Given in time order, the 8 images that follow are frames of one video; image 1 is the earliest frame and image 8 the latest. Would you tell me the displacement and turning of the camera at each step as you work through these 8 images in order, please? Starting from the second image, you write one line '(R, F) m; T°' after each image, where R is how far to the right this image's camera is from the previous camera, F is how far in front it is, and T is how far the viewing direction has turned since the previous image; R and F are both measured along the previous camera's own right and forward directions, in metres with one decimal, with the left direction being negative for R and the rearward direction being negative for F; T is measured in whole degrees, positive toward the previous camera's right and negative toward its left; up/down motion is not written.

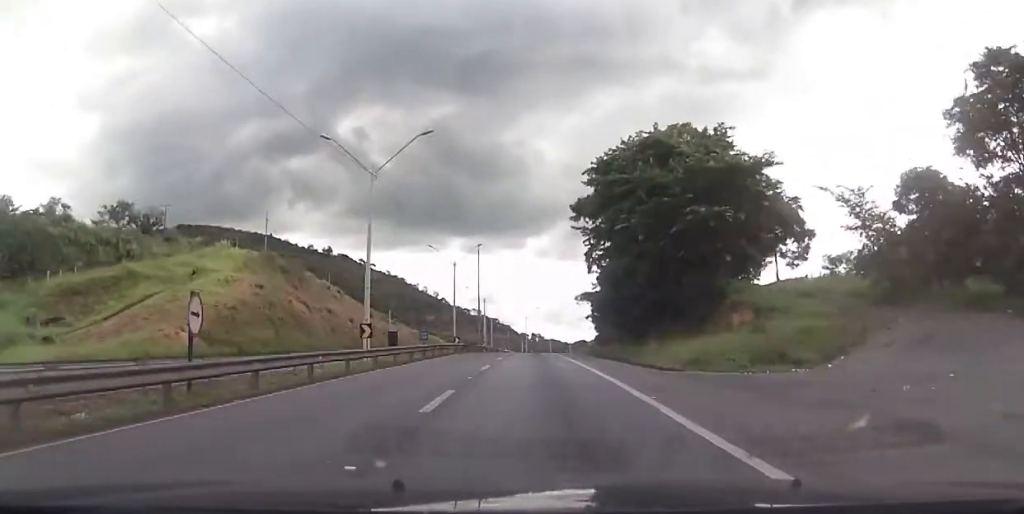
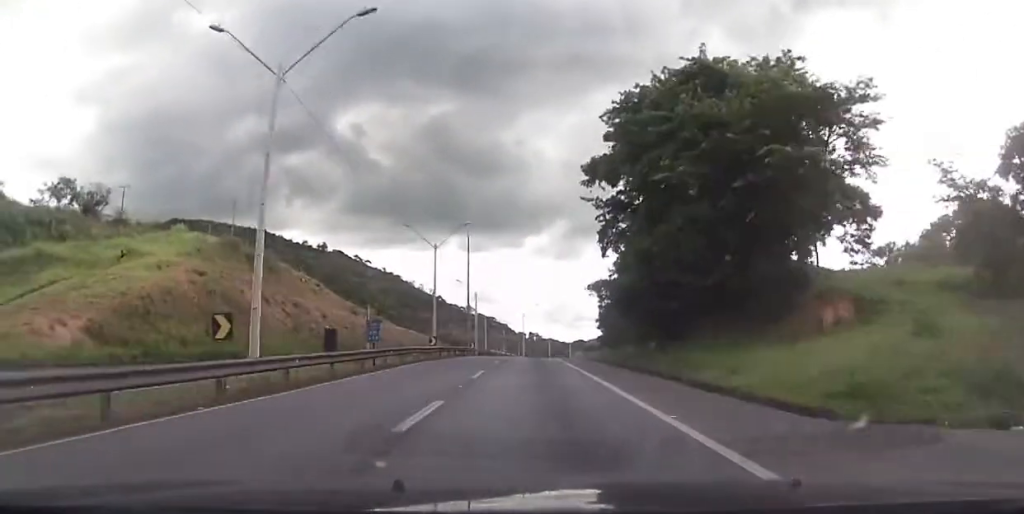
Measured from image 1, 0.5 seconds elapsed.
(+0.2, +13.9) m; 0°
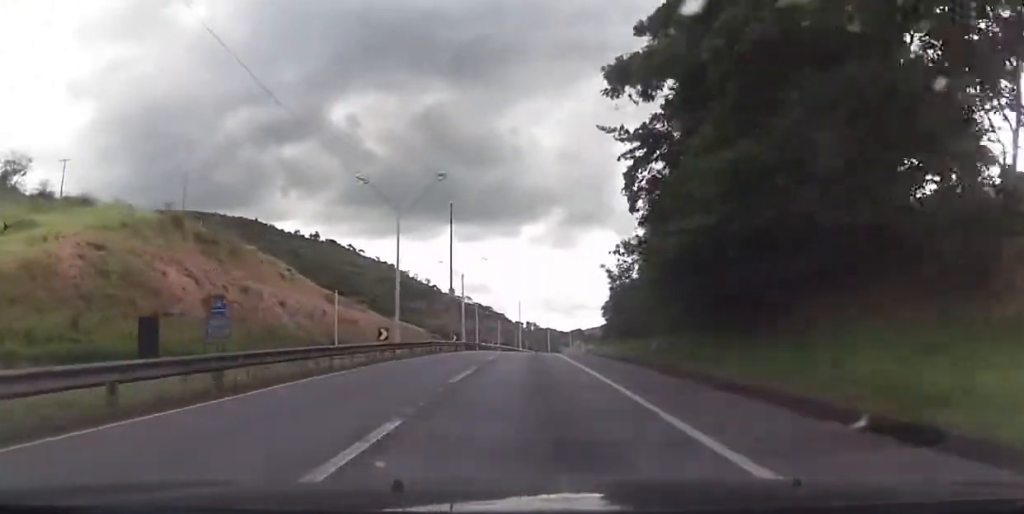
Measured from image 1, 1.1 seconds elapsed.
(-0.1, +15.7) m; 0°
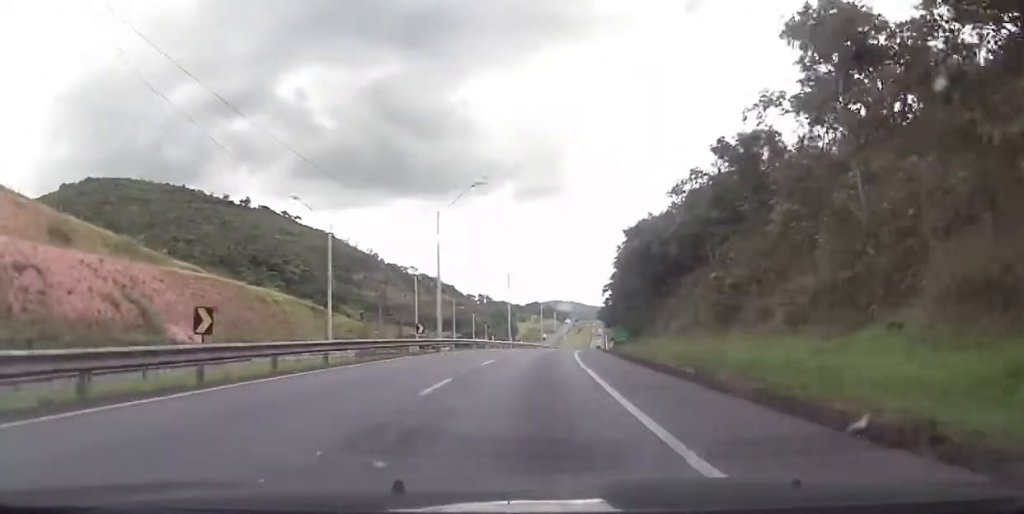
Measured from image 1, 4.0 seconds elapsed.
(+0.8, +75.6) m; +2°
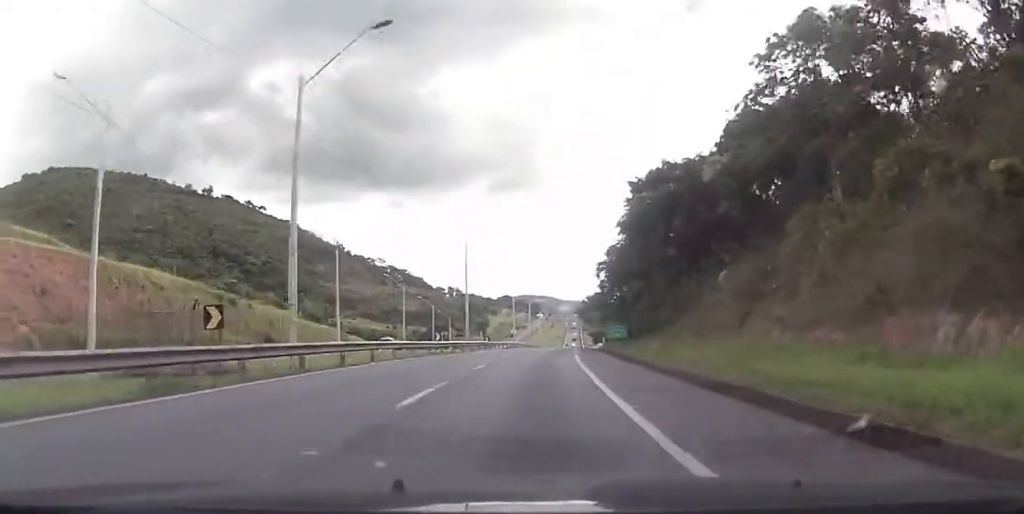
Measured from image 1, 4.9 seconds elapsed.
(+0.3, +25.5) m; +2°
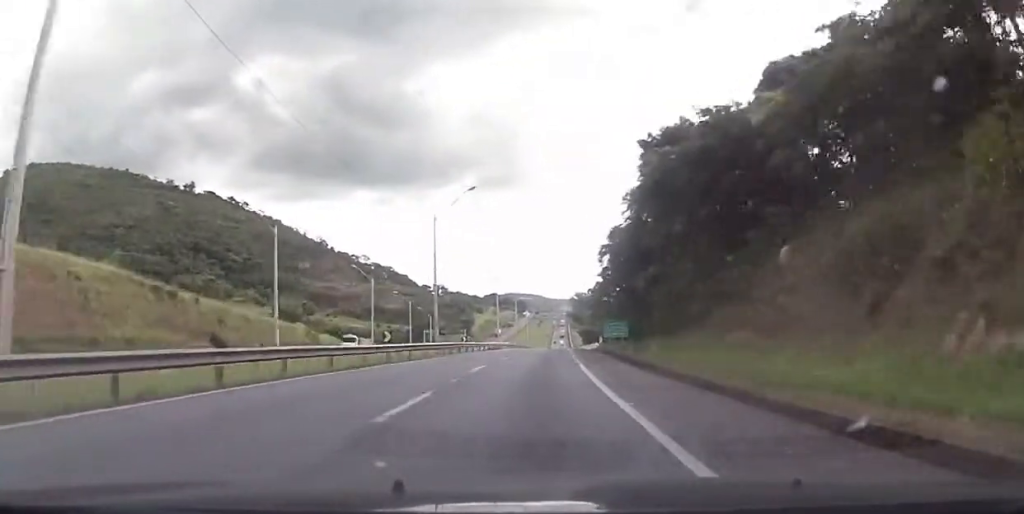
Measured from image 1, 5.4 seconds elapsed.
(+0.2, +12.9) m; +1°
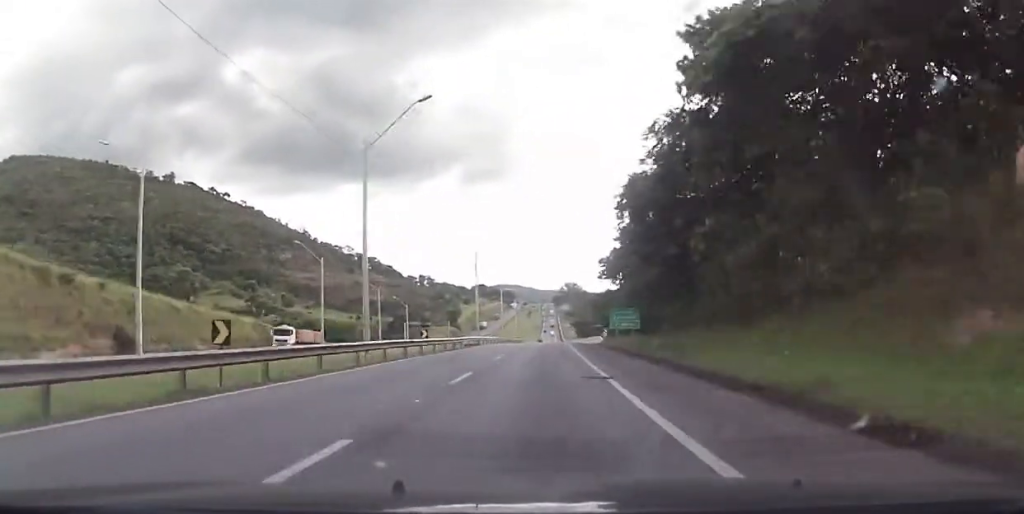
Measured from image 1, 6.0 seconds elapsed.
(+0.3, +17.7) m; +1°
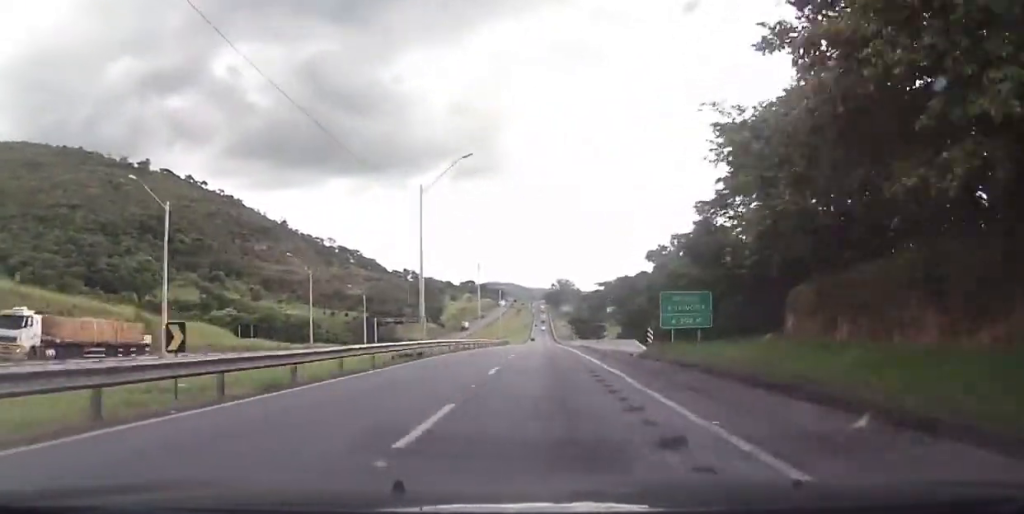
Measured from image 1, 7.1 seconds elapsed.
(+0.5, +31.2) m; +1°
